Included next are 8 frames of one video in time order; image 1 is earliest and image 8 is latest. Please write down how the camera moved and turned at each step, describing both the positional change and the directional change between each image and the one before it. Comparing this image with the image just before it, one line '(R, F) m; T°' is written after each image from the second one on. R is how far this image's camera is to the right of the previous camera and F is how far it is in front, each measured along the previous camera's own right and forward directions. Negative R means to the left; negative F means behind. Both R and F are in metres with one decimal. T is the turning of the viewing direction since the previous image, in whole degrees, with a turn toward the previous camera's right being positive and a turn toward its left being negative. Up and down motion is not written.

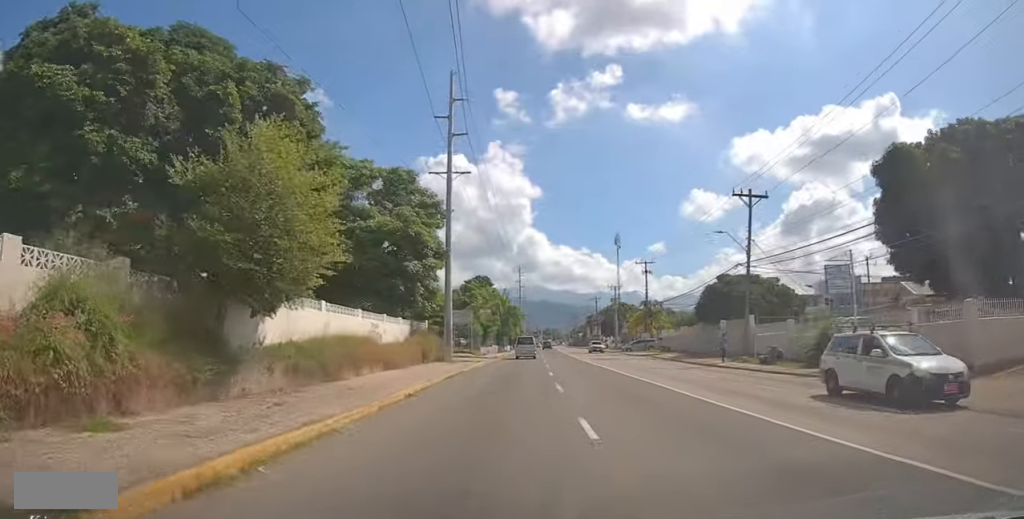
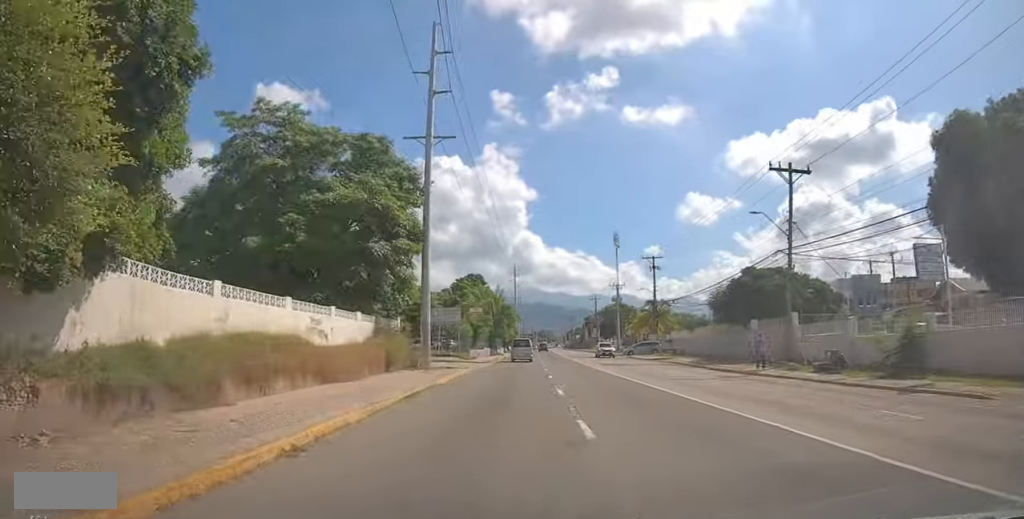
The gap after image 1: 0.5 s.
(+0.1, +6.7) m; +1°
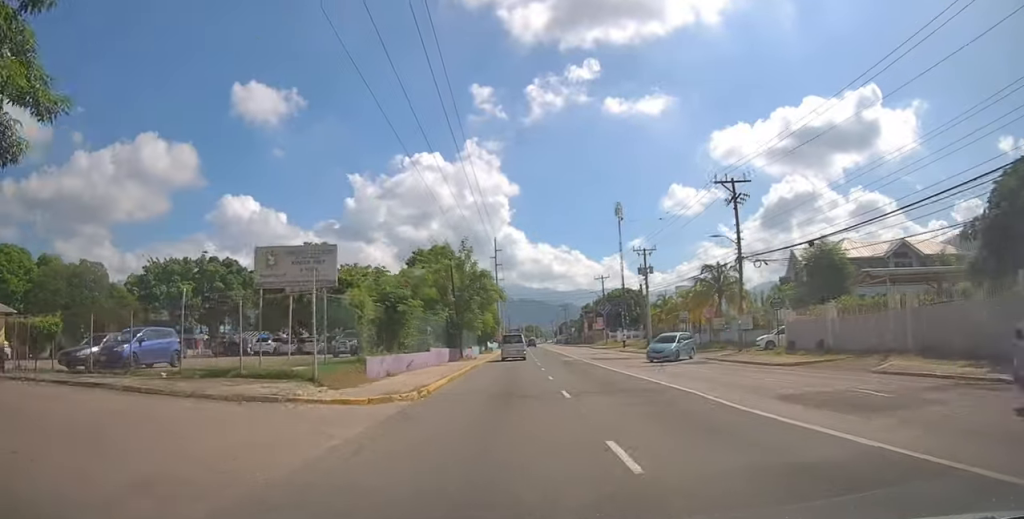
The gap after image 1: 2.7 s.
(+0.6, +28.7) m; +2°
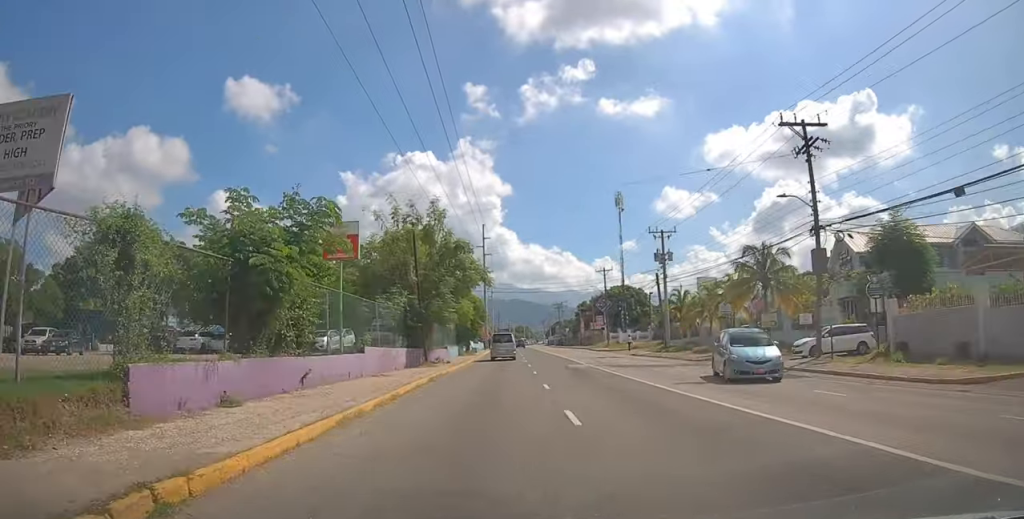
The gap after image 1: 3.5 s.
(+0.1, +11.1) m; 0°
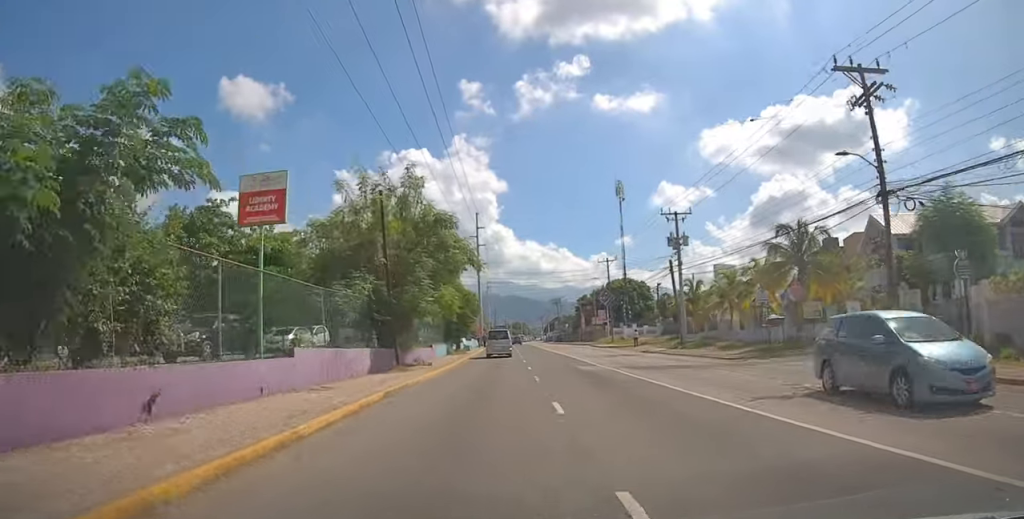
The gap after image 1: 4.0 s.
(-0.1, +5.7) m; 0°
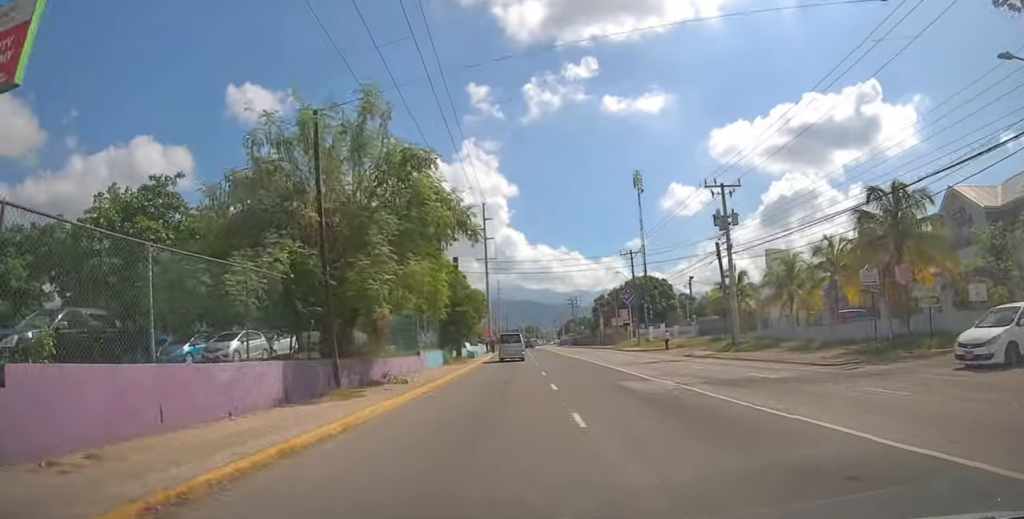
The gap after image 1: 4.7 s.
(0.0, +8.3) m; 0°
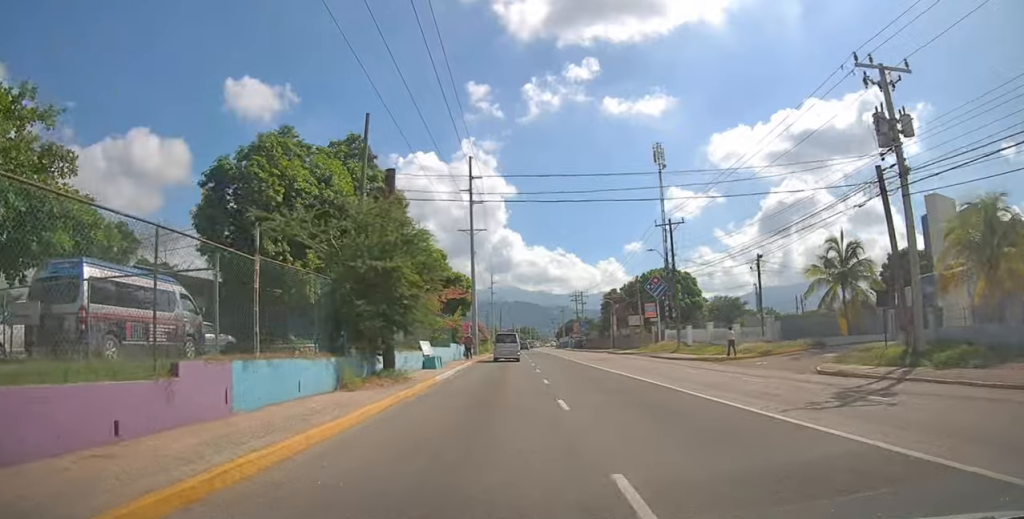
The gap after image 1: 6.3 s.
(+0.1, +18.0) m; +1°
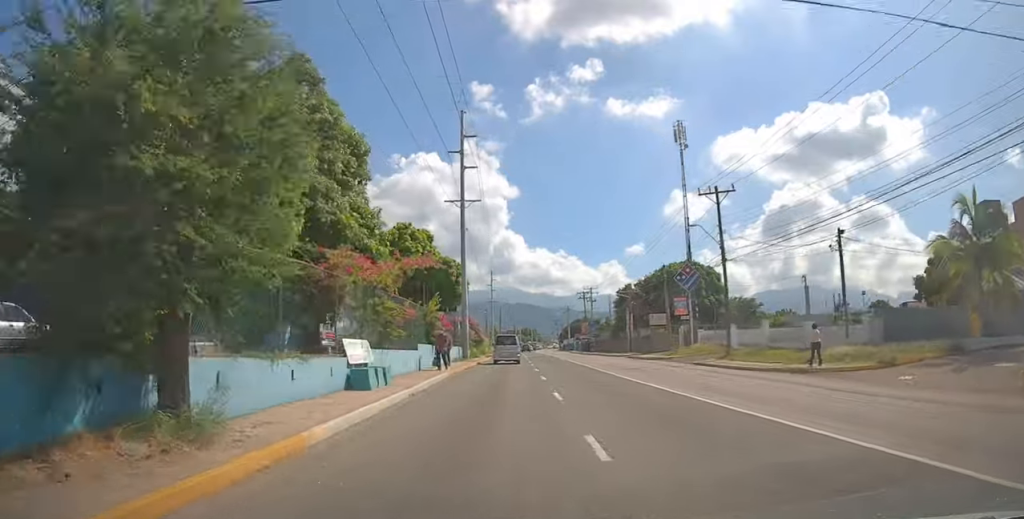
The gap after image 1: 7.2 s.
(+0.1, +11.0) m; 0°
